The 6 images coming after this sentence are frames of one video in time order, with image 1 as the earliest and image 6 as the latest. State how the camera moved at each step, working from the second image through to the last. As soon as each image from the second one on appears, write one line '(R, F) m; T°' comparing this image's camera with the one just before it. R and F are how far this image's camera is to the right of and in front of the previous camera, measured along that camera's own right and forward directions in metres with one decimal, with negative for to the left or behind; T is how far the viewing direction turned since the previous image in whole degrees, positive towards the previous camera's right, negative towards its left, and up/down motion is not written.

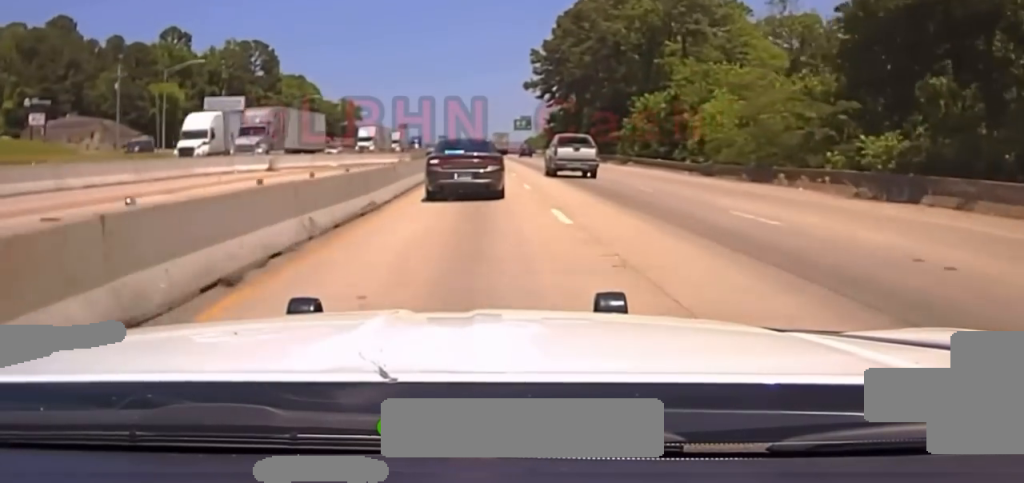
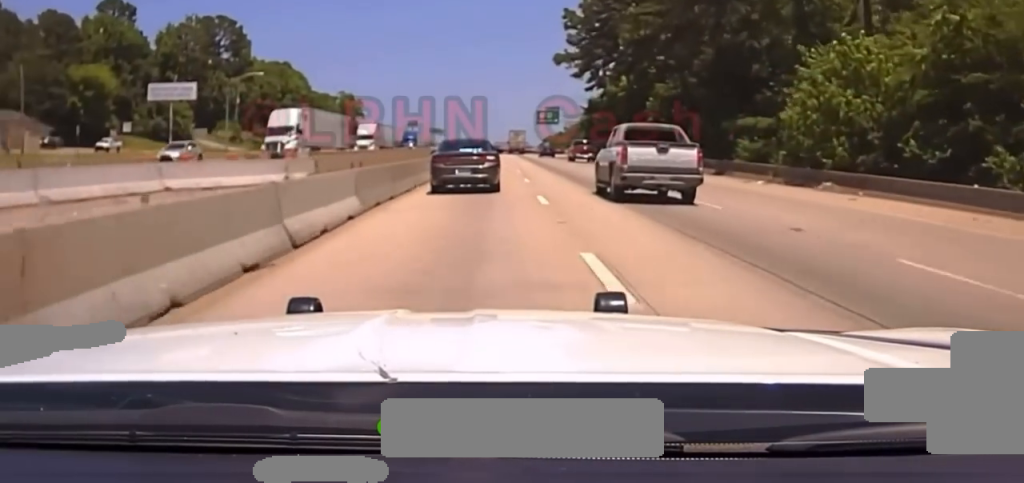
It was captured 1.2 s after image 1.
(-0.8, +38.9) m; -2°
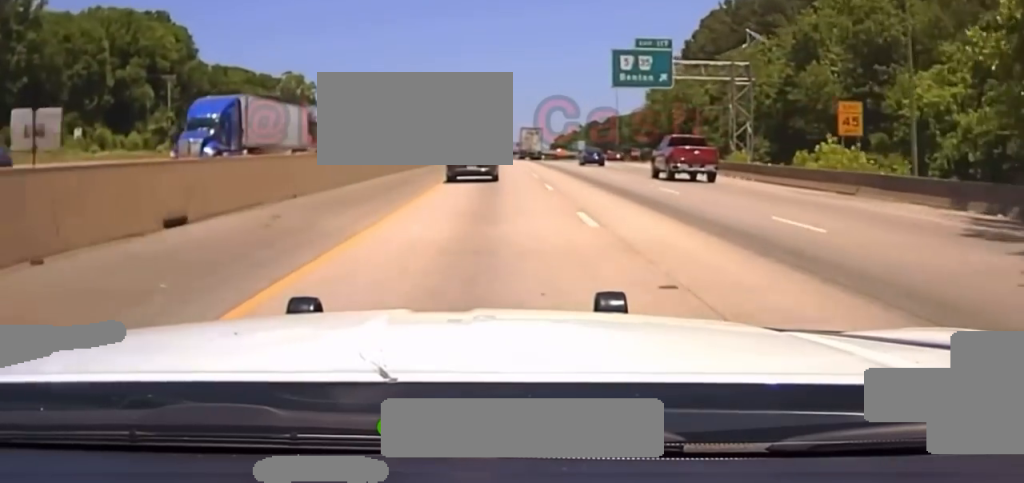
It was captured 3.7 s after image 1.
(-1.2, +97.4) m; -1°
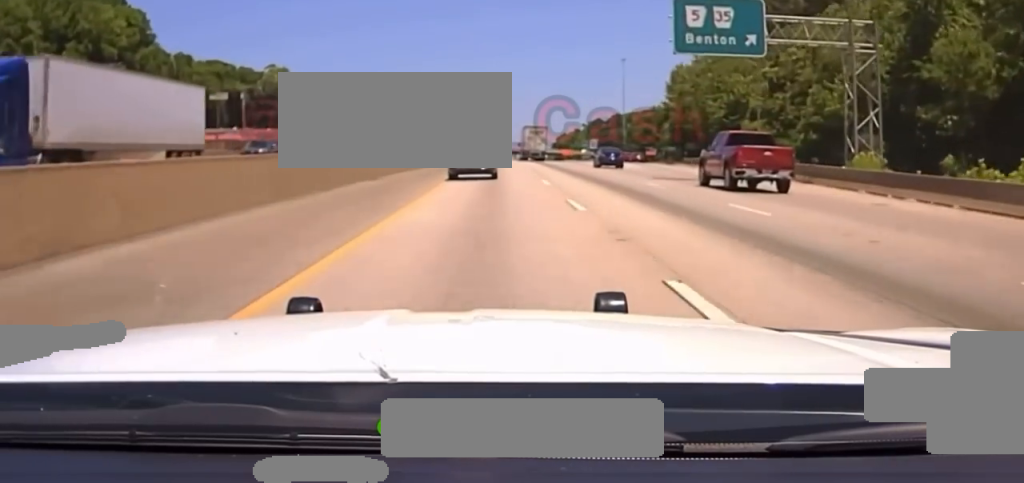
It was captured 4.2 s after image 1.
(-0.1, +22.1) m; 0°
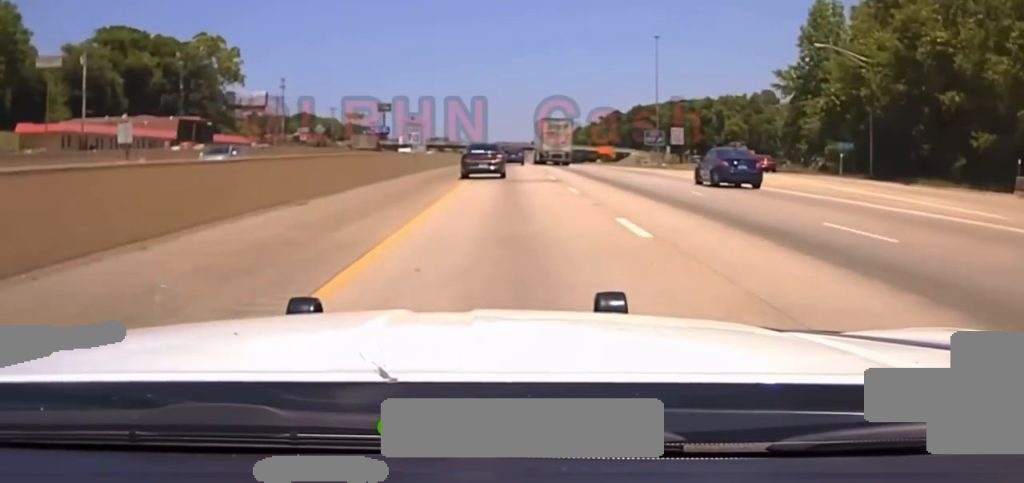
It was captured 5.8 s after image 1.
(-0.2, +74.5) m; 0°
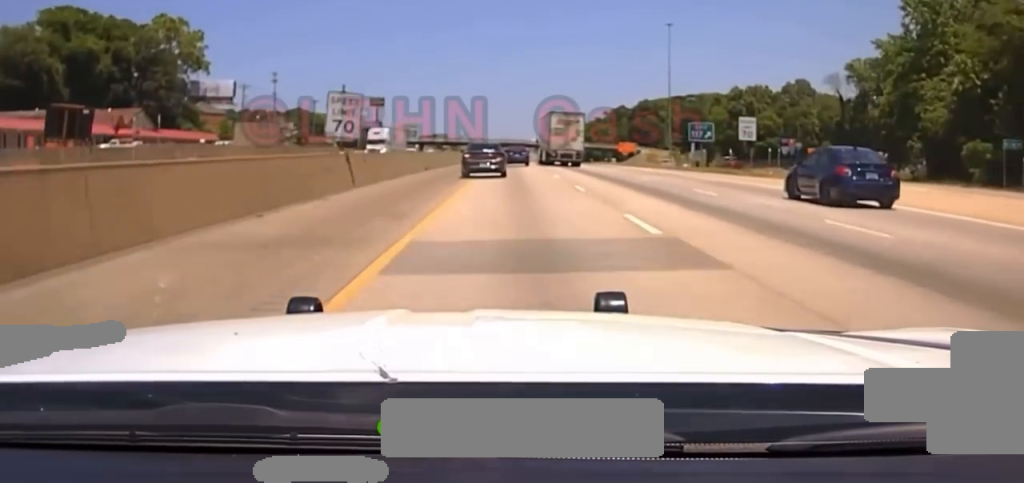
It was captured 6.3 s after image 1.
(0.0, +25.8) m; 0°
